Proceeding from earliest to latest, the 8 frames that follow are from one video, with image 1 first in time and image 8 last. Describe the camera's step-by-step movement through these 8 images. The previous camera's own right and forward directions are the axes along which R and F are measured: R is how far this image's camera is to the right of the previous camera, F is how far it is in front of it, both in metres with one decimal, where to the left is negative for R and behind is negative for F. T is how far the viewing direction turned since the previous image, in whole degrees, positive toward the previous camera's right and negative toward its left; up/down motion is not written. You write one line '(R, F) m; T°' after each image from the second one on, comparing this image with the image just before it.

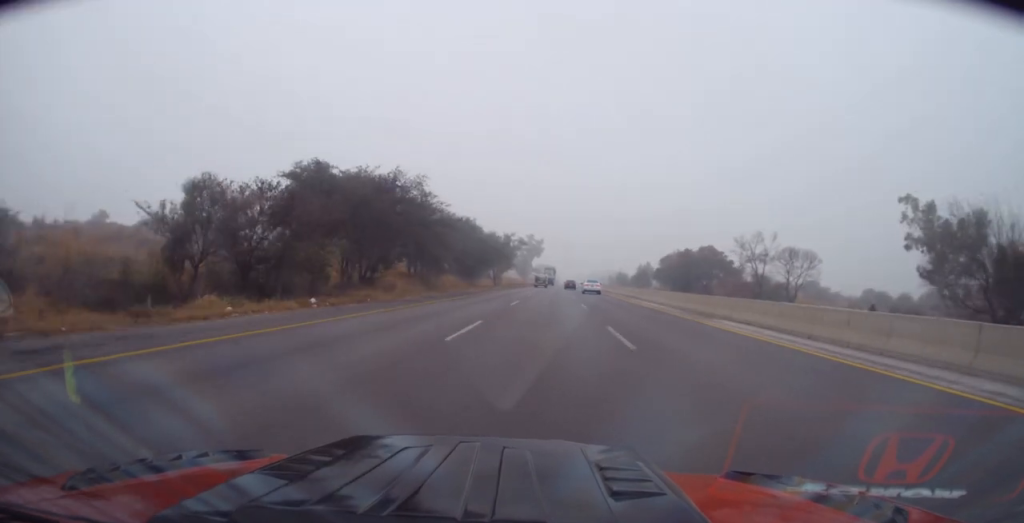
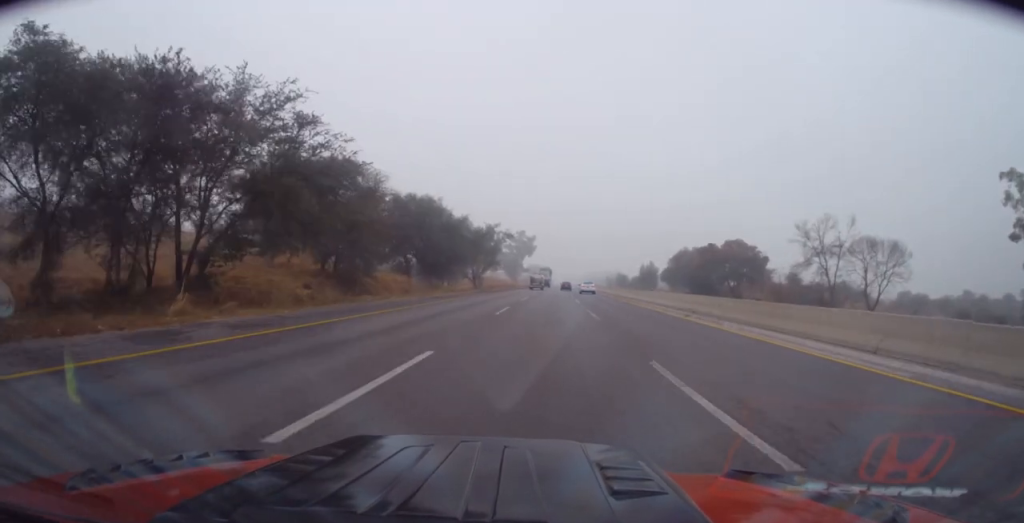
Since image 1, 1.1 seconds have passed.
(0.0, +25.7) m; +1°
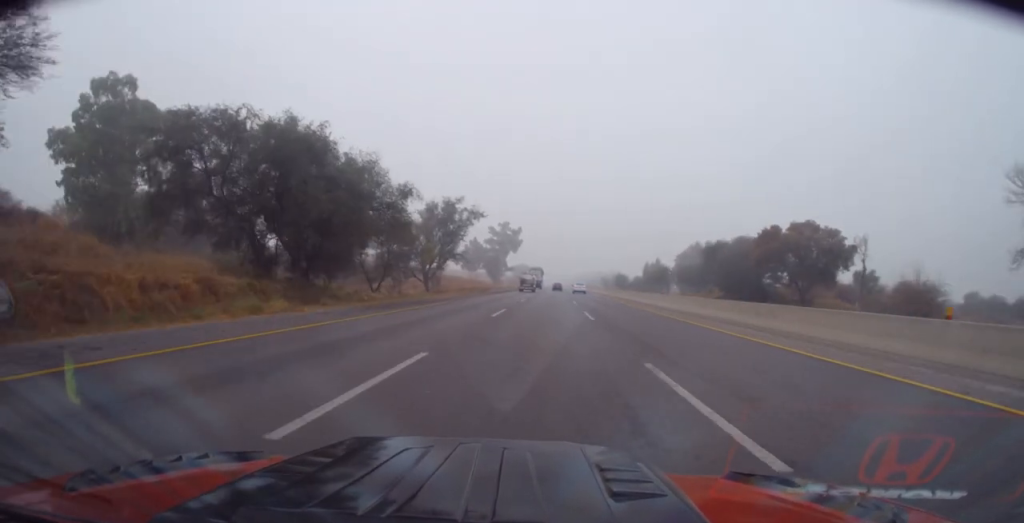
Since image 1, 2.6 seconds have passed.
(+0.3, +36.0) m; +1°
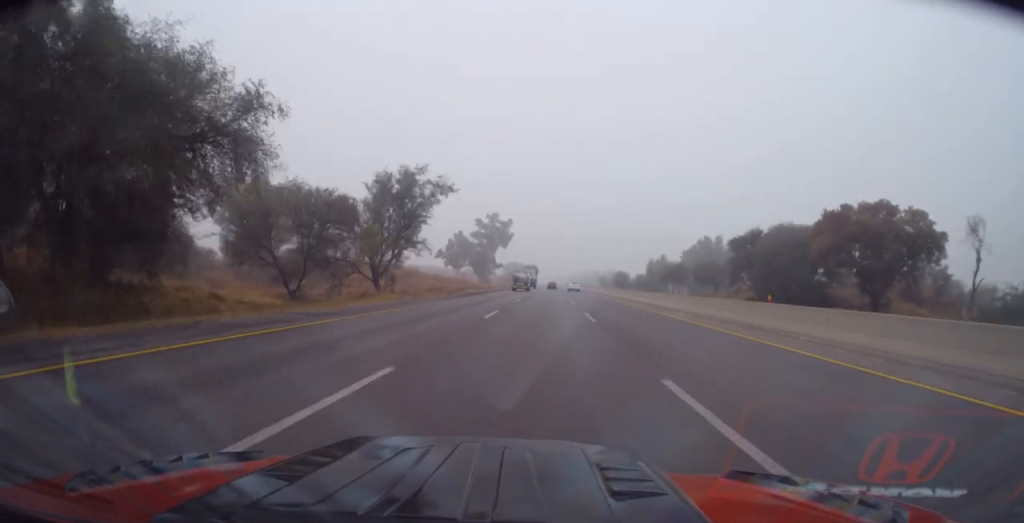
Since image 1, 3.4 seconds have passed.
(+0.1, +19.8) m; +1°
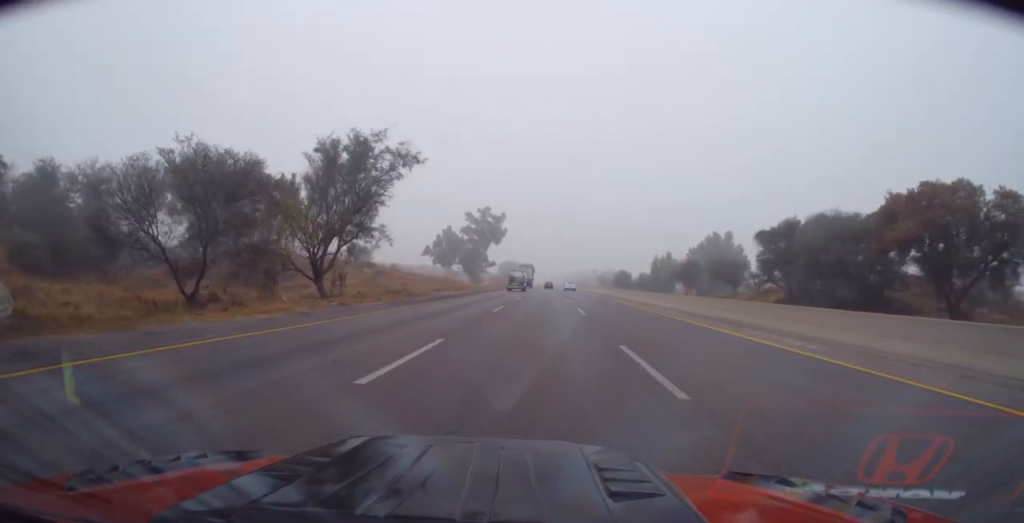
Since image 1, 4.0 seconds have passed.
(+0.3, +13.4) m; 0°
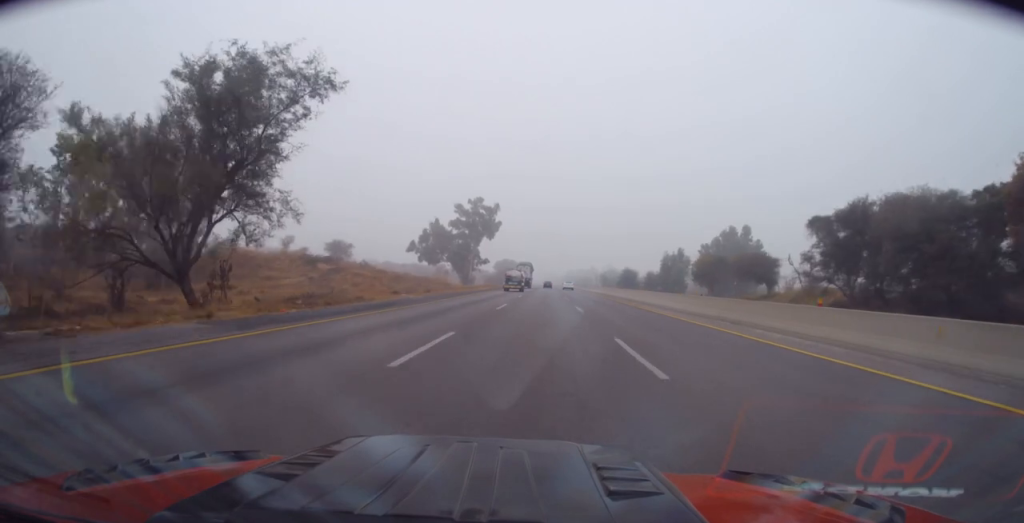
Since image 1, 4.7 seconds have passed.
(-0.2, +16.6) m; 0°
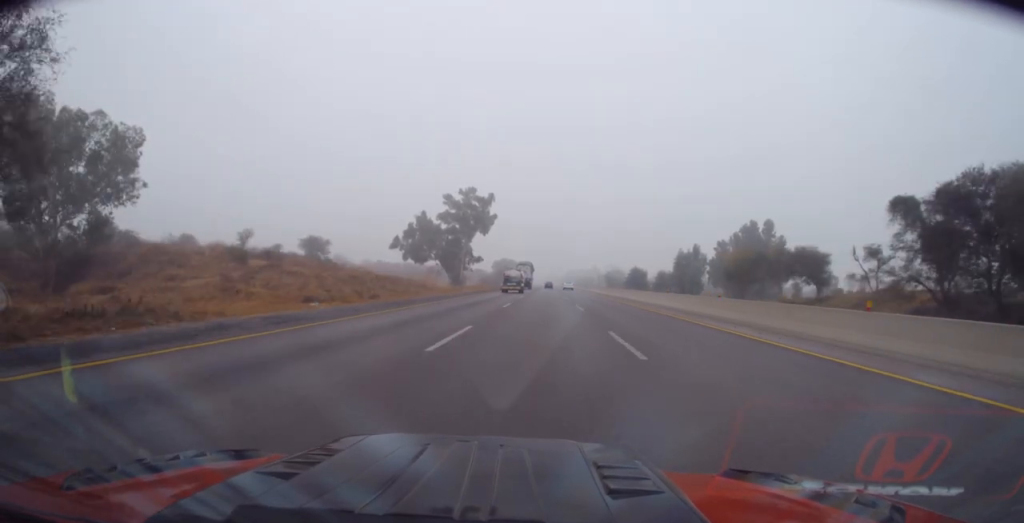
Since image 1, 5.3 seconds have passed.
(-0.1, +15.8) m; 0°
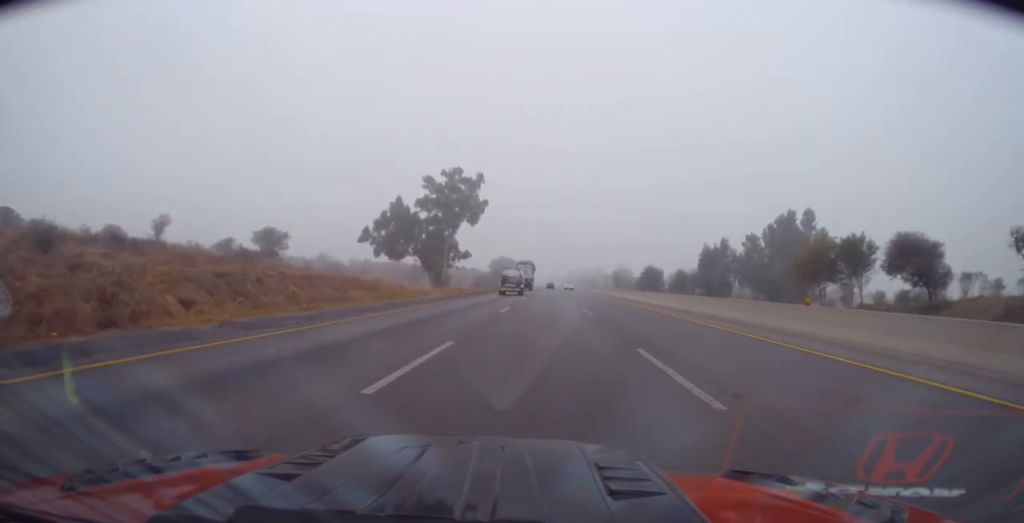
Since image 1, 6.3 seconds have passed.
(0.0, +22.0) m; 0°
